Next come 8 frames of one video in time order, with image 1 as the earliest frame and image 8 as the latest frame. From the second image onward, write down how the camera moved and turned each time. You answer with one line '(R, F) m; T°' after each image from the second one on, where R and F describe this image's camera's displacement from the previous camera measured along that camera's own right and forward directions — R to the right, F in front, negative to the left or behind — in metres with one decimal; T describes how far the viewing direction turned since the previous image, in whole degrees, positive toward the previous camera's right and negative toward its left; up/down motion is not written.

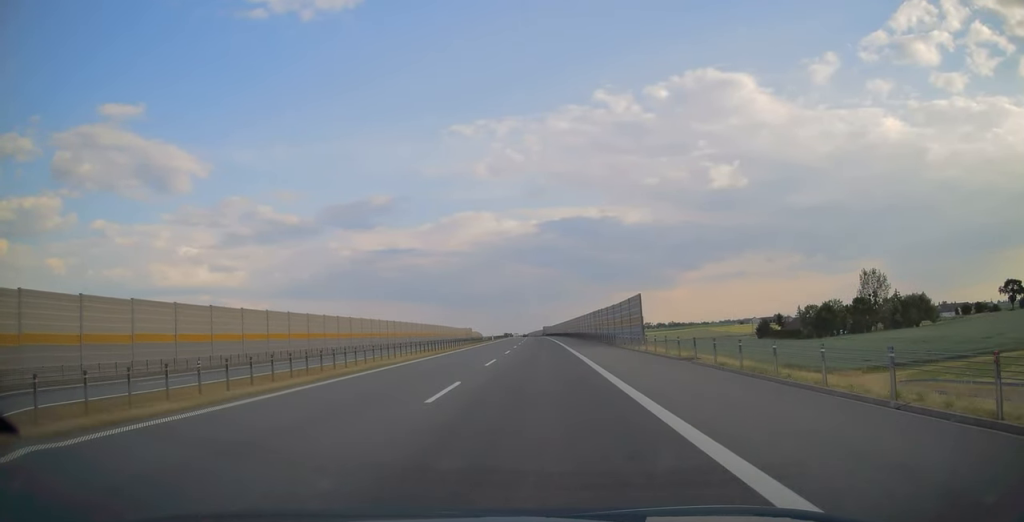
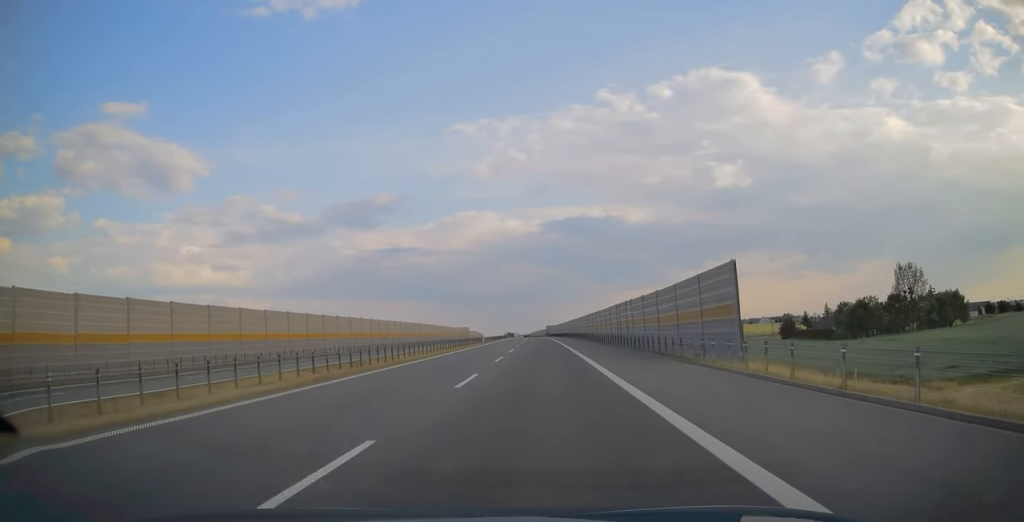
(-0.1, +20.7) m; 0°
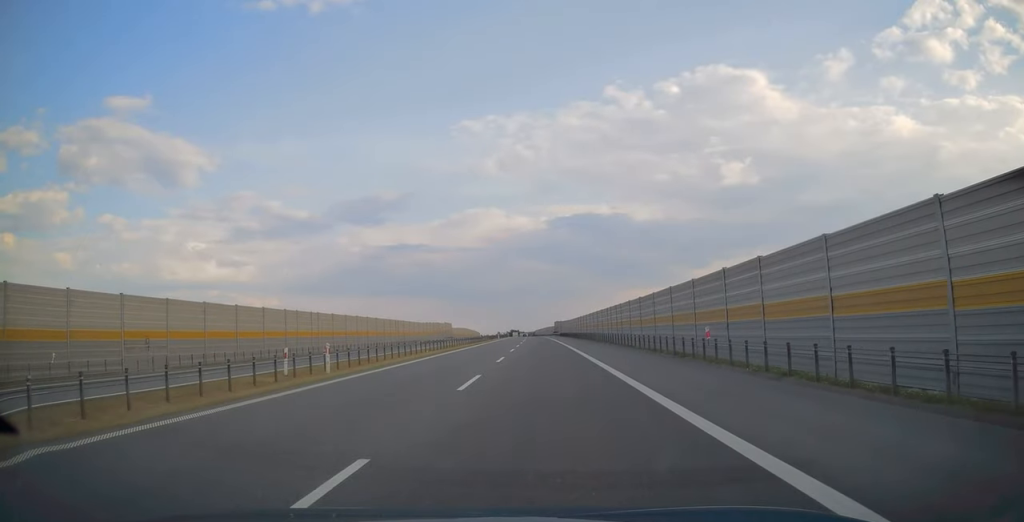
(-0.6, +61.0) m; -1°
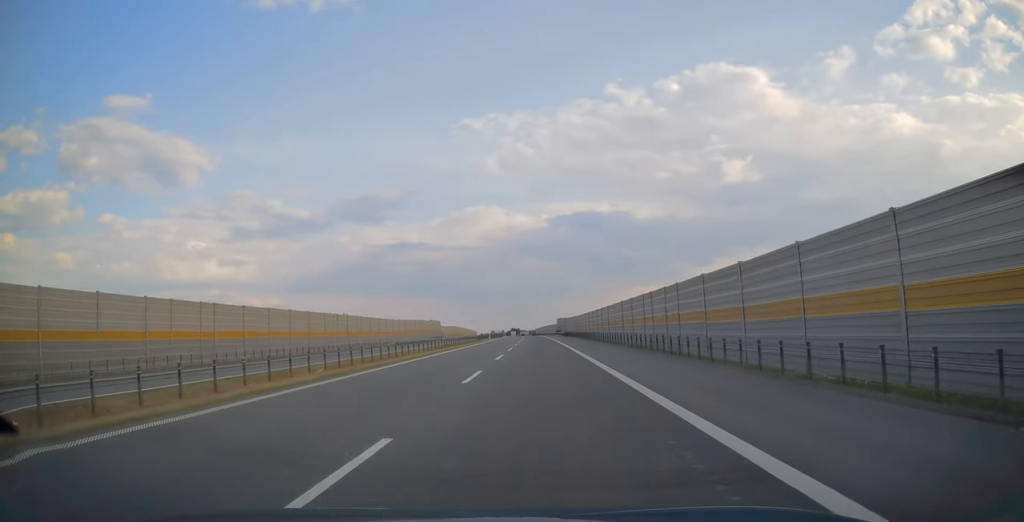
(0.0, +22.5) m; 0°
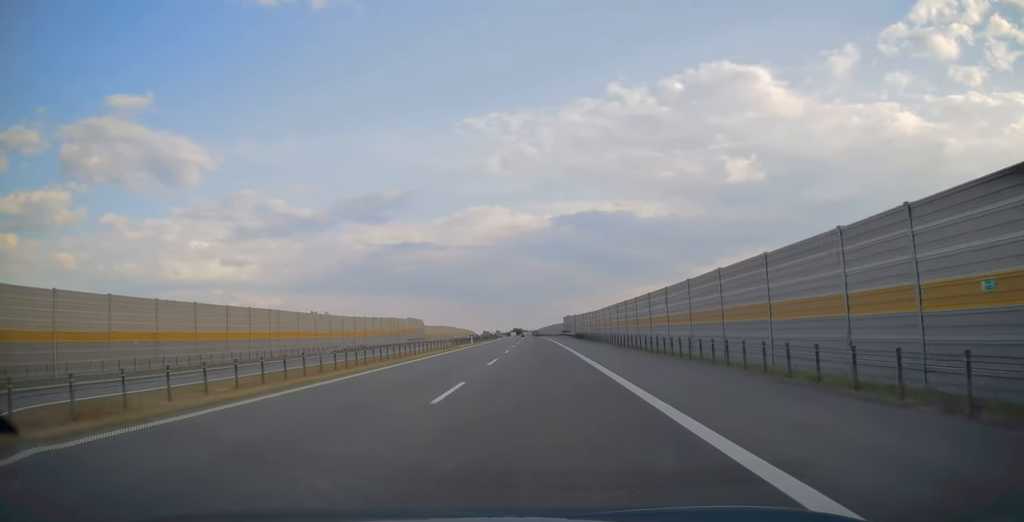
(0.0, +27.8) m; 0°
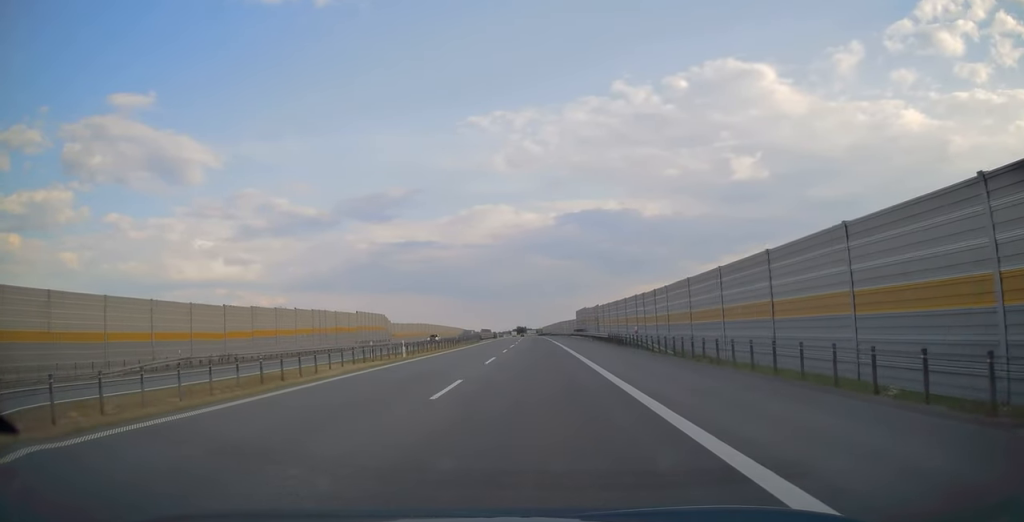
(-0.1, +35.4) m; 0°
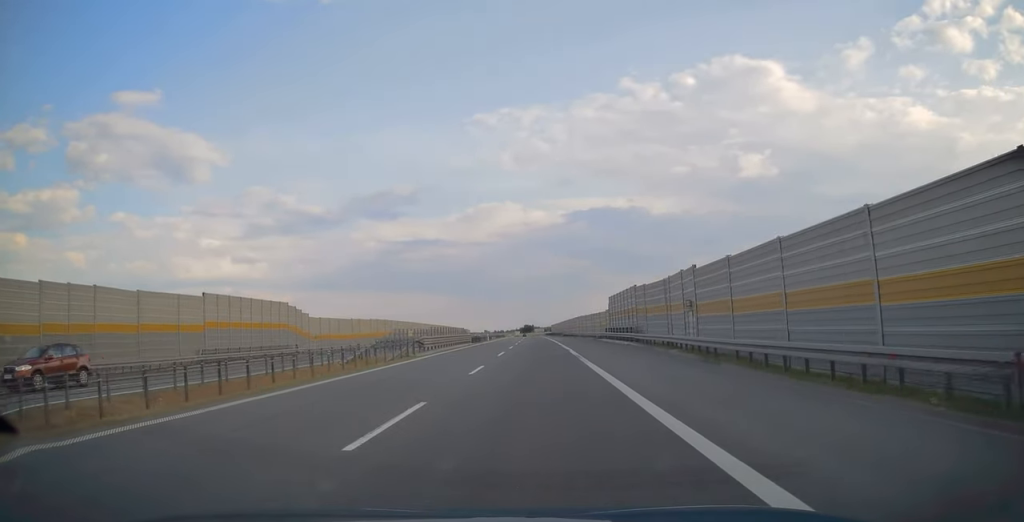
(-0.1, +40.8) m; -1°
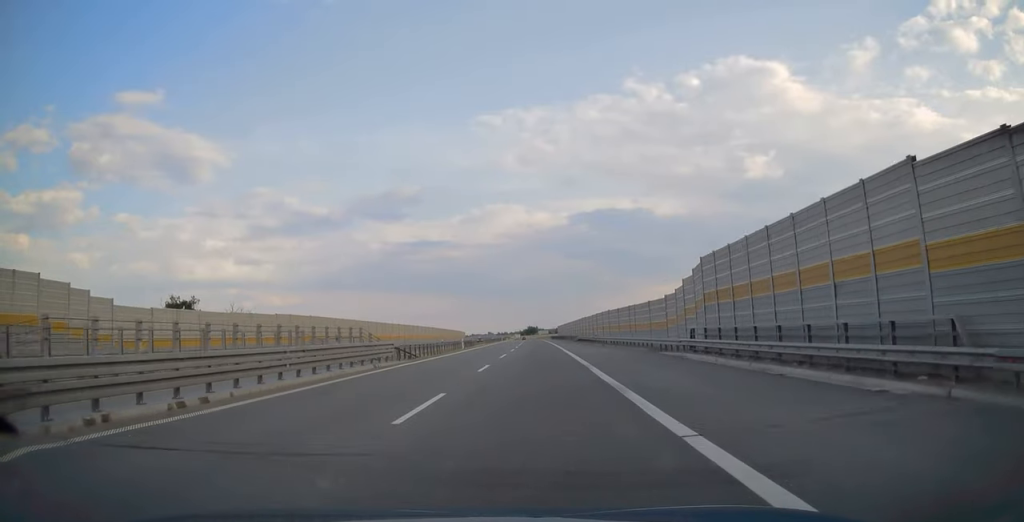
(-0.2, +33.9) m; -1°
